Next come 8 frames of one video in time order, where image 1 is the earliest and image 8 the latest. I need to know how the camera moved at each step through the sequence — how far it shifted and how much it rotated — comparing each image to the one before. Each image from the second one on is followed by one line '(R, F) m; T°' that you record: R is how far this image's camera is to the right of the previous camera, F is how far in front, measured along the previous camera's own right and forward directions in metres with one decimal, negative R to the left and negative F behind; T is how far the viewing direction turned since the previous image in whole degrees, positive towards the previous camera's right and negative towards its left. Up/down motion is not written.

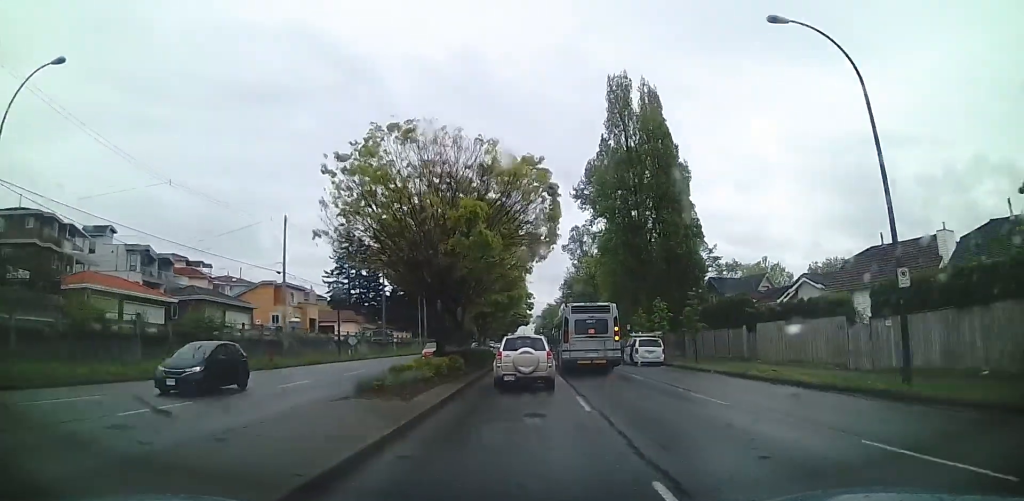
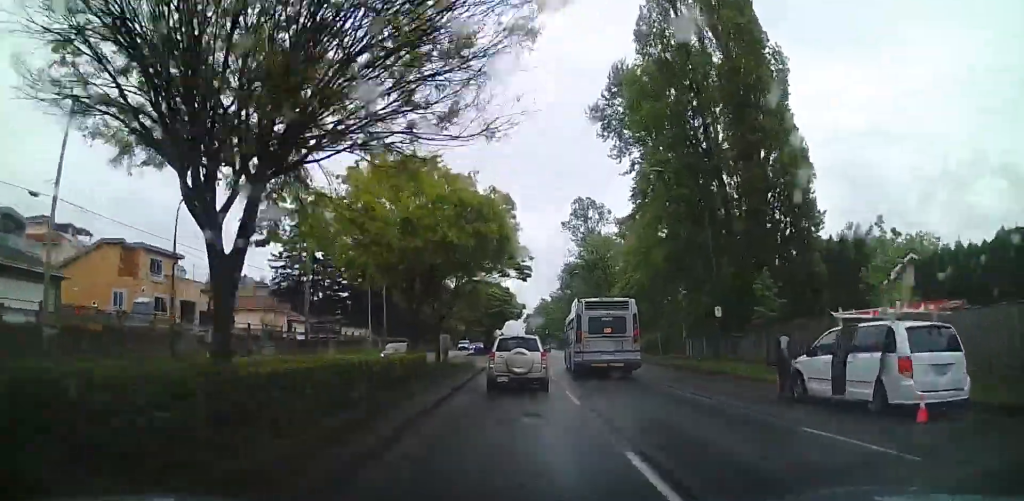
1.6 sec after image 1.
(+0.2, +24.3) m; +2°
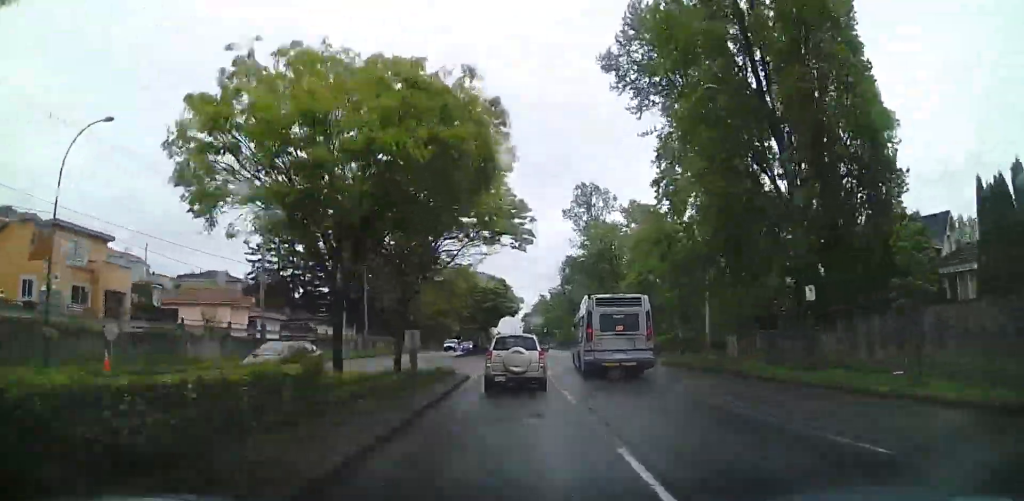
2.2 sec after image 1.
(-0.2, +8.3) m; +2°
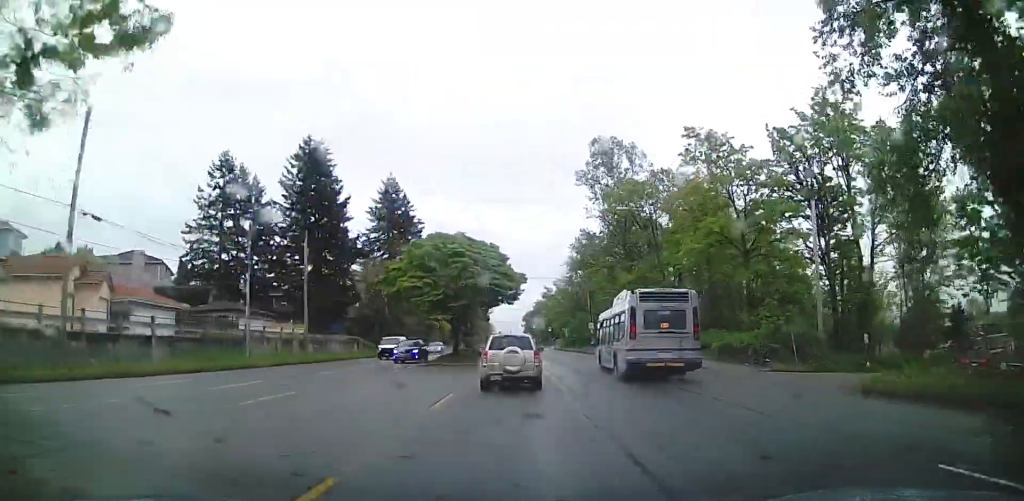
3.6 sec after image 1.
(+0.8, +21.2) m; 0°
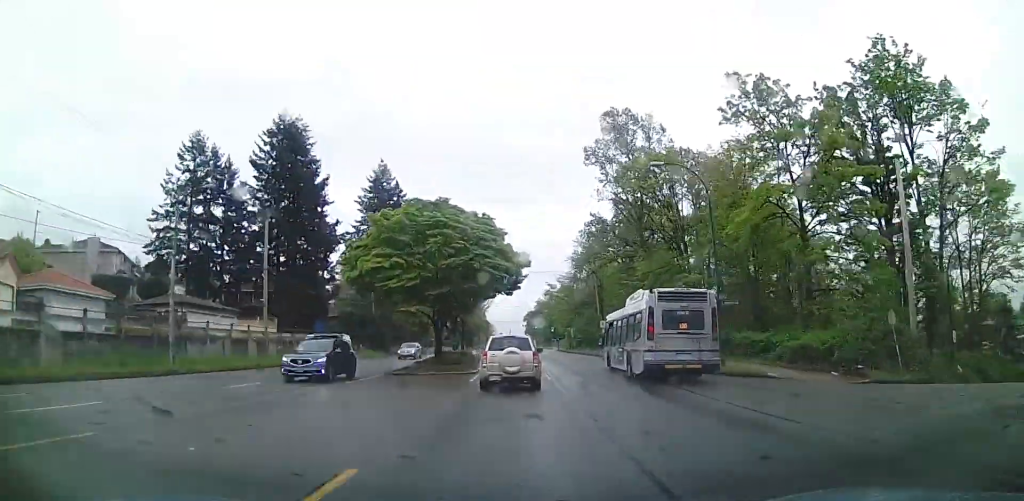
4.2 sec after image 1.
(-0.5, +10.1) m; -1°
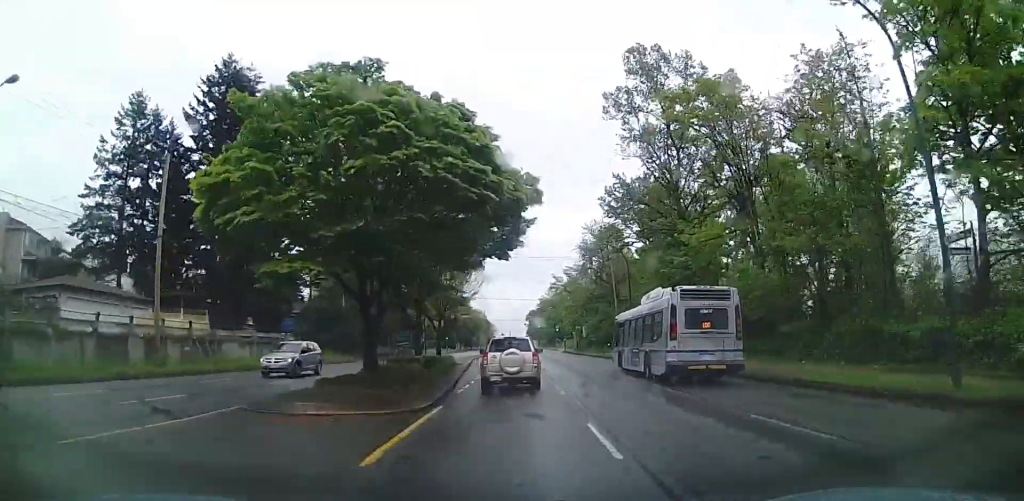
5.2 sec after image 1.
(+0.4, +16.1) m; 0°
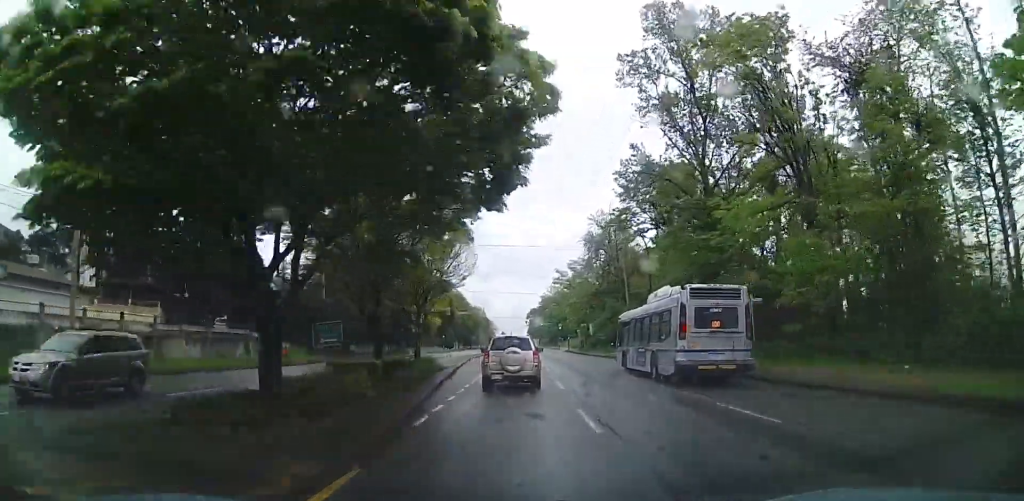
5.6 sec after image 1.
(-0.1, +7.5) m; -1°
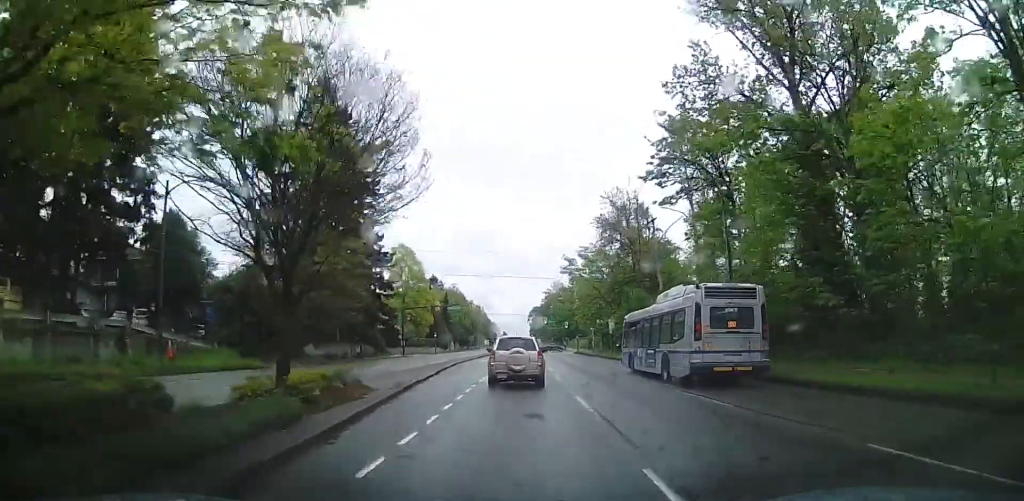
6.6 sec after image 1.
(-0.4, +15.6) m; -2°
